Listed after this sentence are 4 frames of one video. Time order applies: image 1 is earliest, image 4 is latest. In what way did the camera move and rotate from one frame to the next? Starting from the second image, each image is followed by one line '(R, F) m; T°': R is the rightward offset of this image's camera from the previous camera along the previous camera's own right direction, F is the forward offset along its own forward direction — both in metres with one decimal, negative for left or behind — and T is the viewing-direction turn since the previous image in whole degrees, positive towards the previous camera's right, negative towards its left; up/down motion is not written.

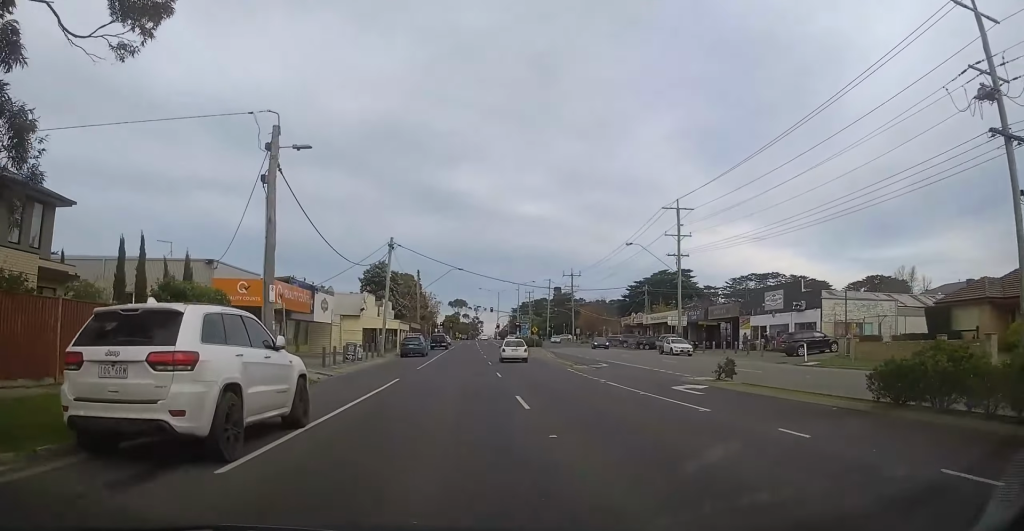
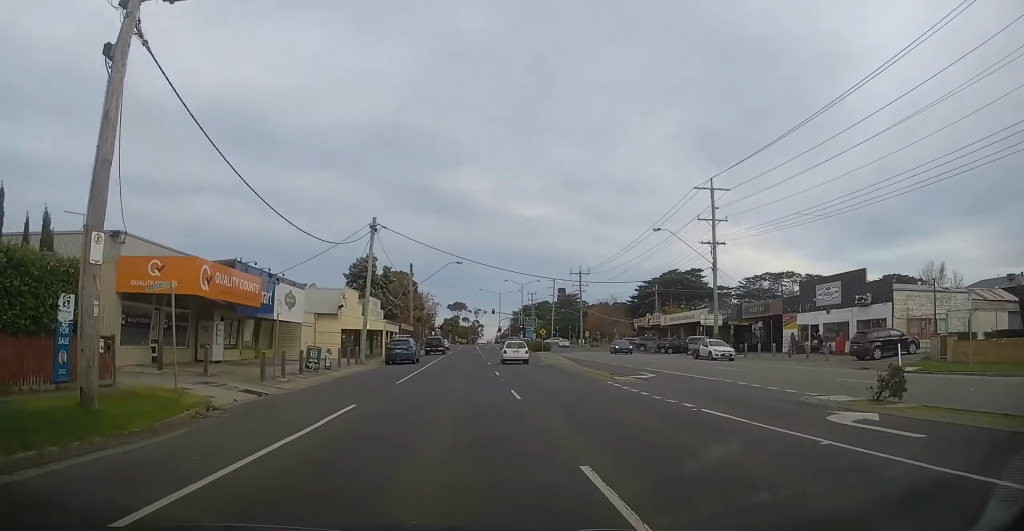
(0.0, +9.4) m; 0°
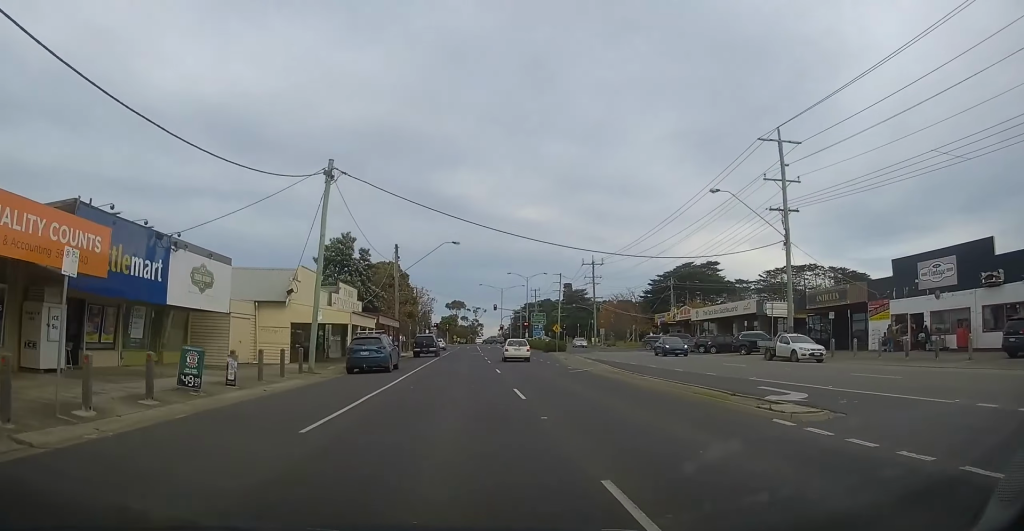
(0.0, +12.4) m; 0°
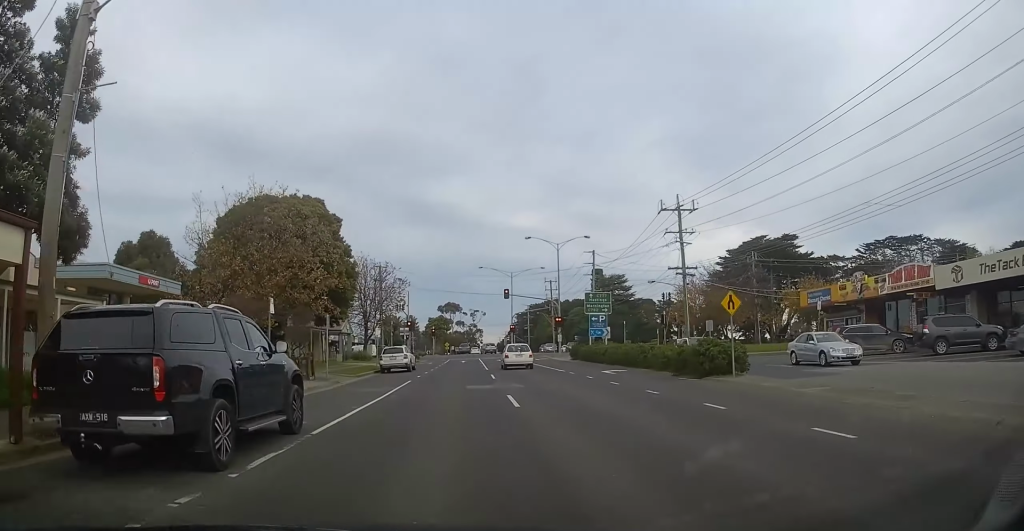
(0.0, +44.3) m; 0°
